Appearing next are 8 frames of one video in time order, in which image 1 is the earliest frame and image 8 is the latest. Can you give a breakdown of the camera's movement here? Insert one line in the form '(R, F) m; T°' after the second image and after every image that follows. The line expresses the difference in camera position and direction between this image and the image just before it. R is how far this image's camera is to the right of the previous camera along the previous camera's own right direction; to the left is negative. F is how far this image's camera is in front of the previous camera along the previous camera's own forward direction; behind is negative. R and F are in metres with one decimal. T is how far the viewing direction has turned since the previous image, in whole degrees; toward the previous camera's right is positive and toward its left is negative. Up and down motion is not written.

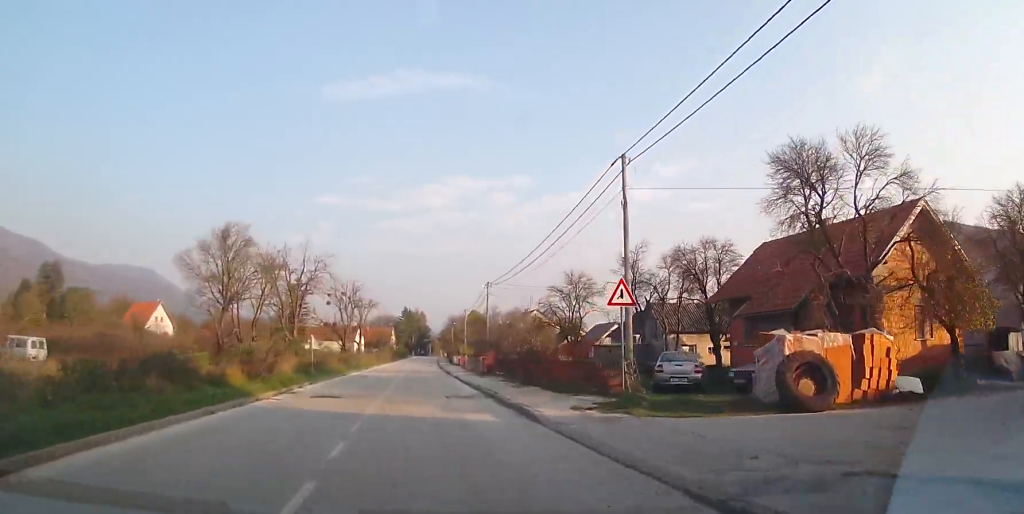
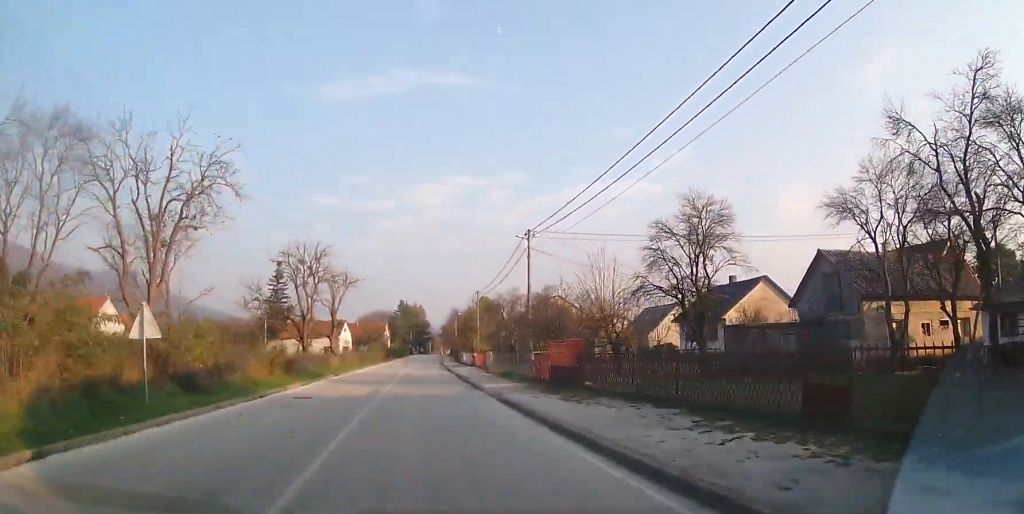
(0.0, +20.1) m; 0°
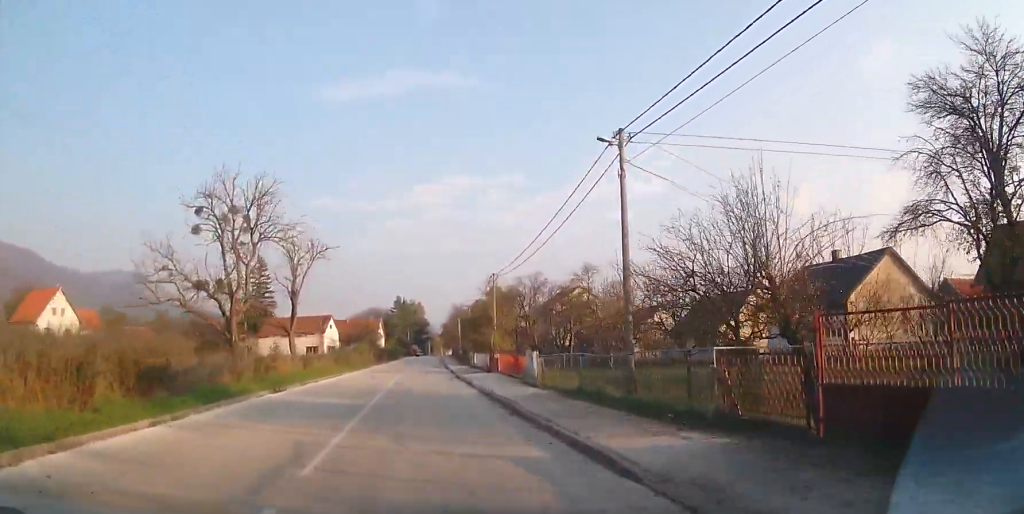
(0.0, +14.5) m; +1°
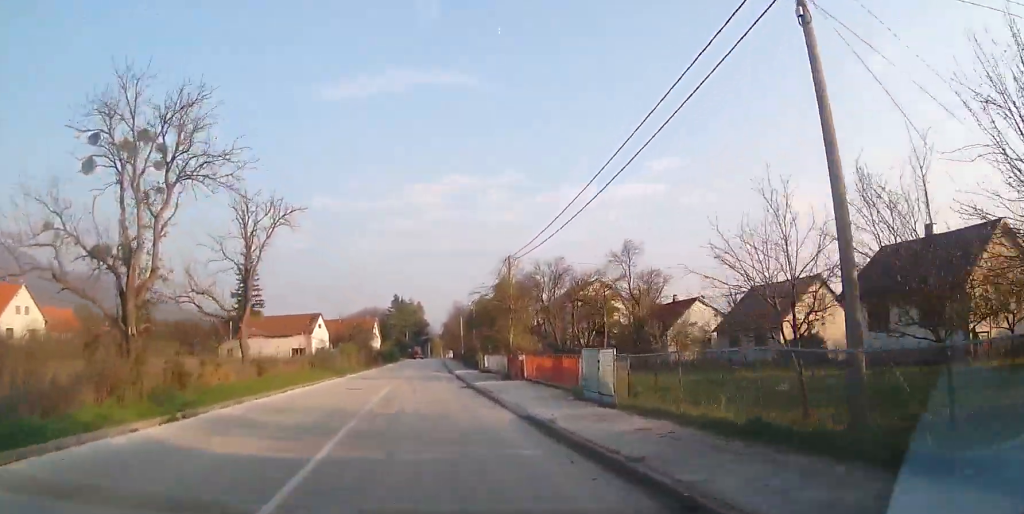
(-0.1, +8.9) m; +1°
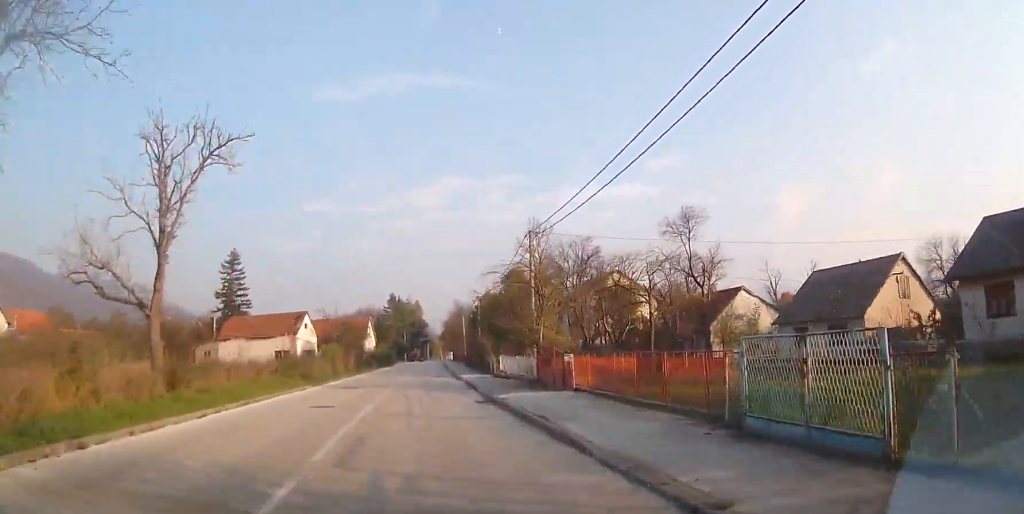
(+0.2, +8.4) m; 0°
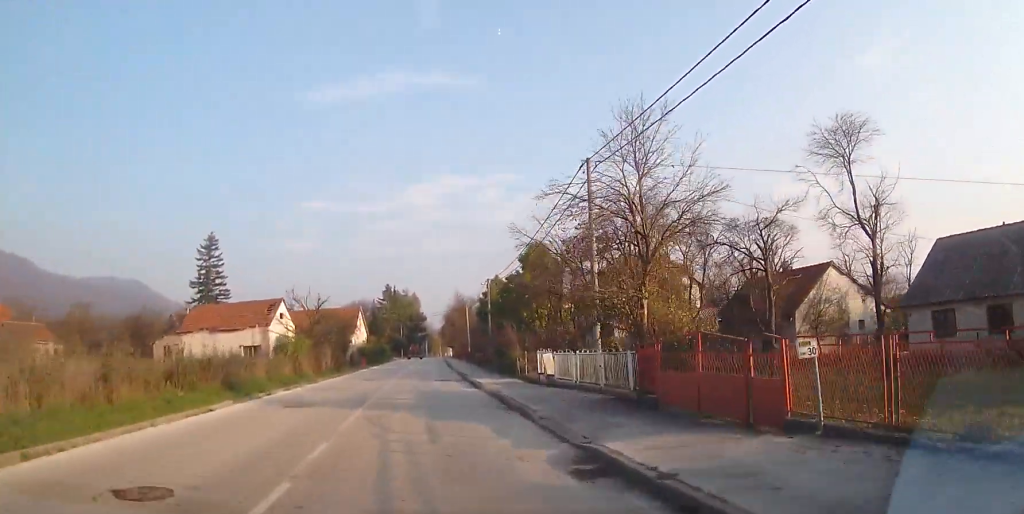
(0.0, +11.5) m; 0°
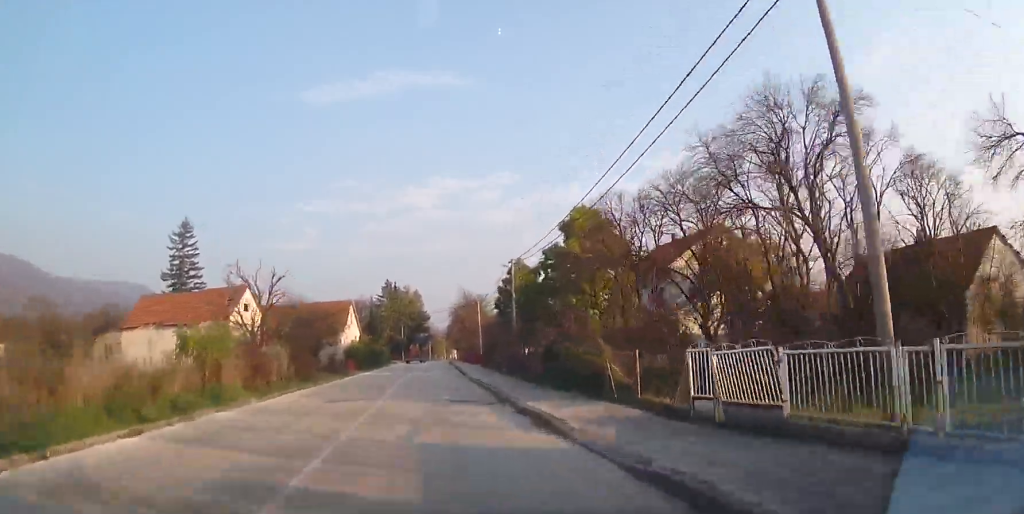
(-0.2, +13.0) m; -1°
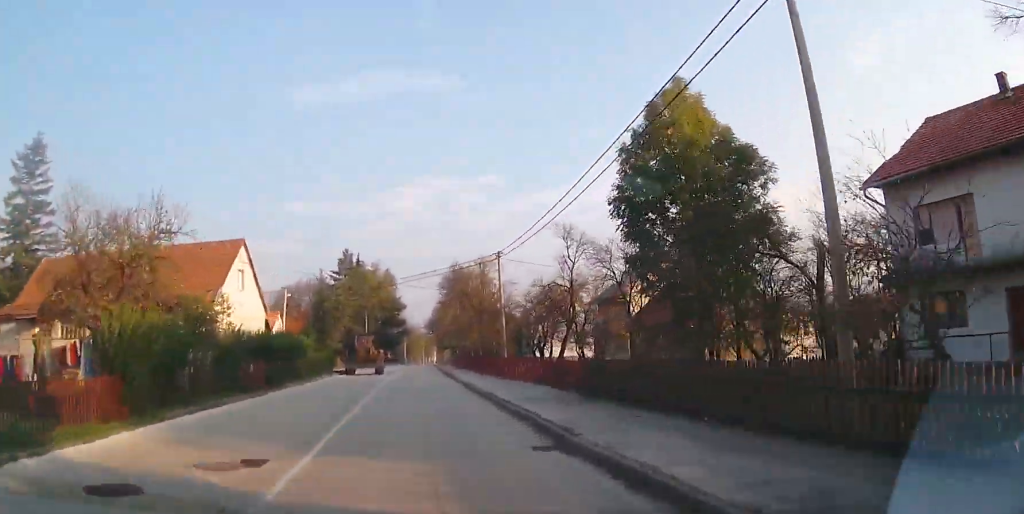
(+0.8, +35.3) m; +2°
